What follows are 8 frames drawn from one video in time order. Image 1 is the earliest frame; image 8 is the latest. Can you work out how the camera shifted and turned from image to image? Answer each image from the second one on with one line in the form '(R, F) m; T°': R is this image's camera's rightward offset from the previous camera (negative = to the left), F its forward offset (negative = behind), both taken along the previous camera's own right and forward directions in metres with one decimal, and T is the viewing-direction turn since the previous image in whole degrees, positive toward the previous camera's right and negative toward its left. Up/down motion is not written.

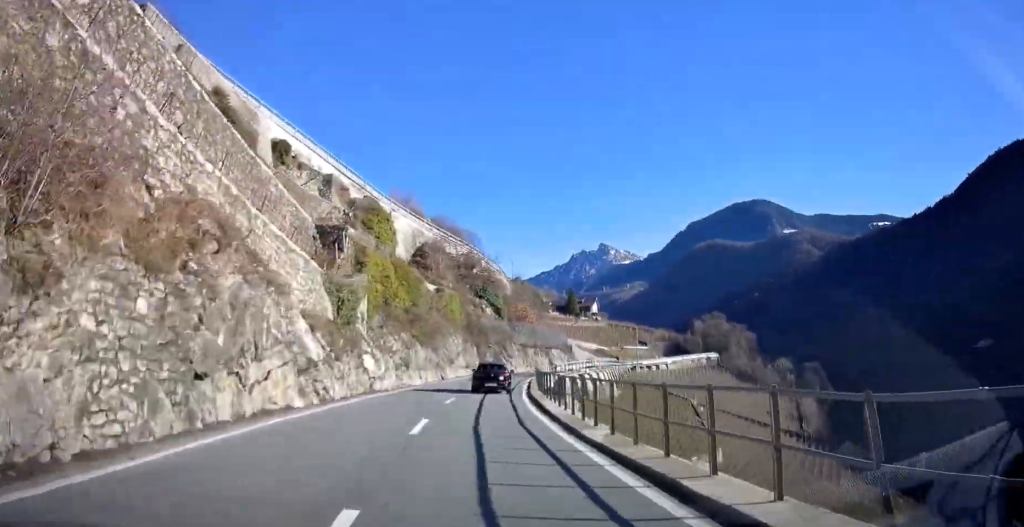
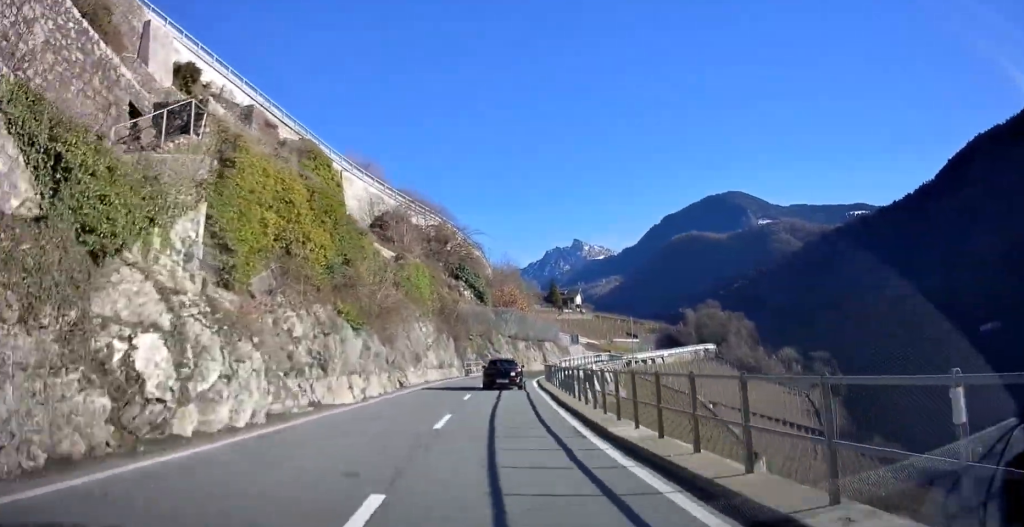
(-0.6, +17.4) m; -2°
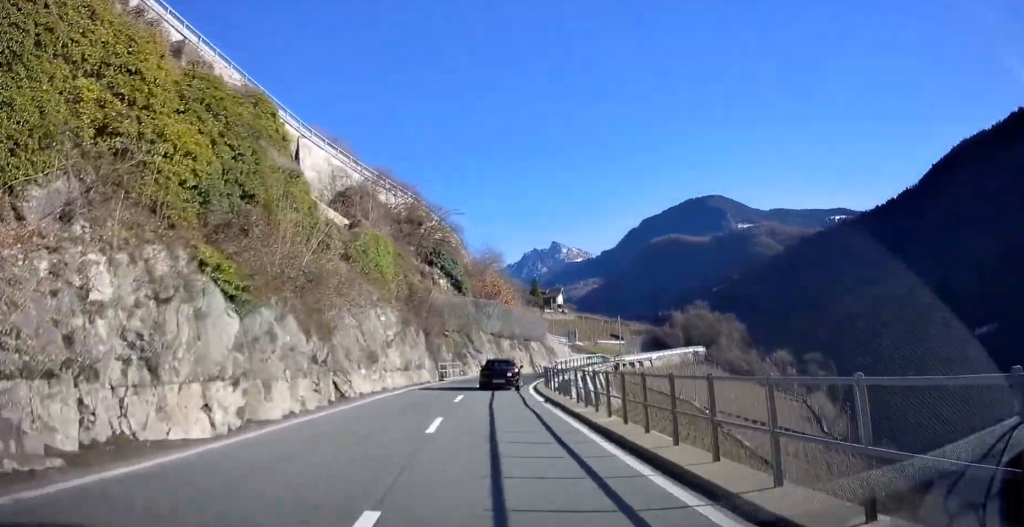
(-0.4, +9.6) m; +1°
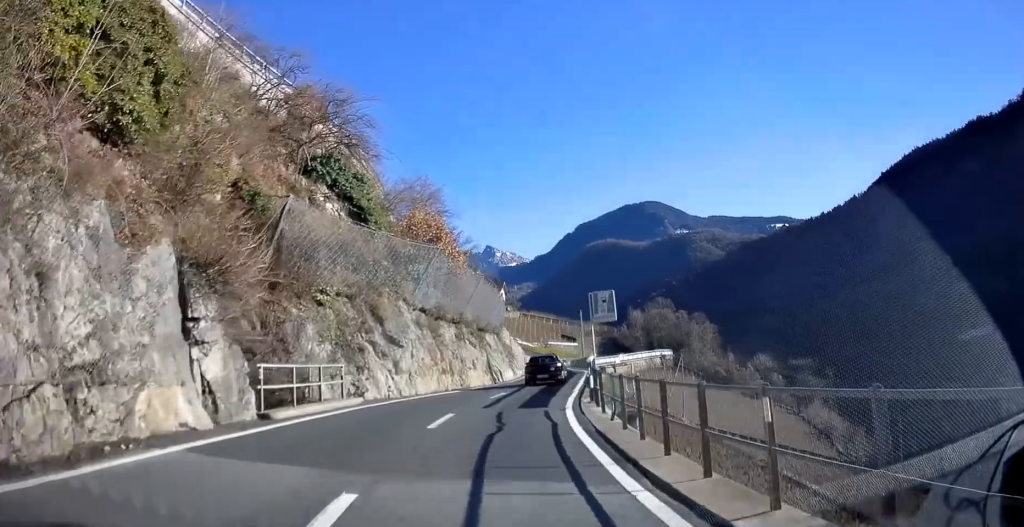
(+1.9, +26.8) m; +8°
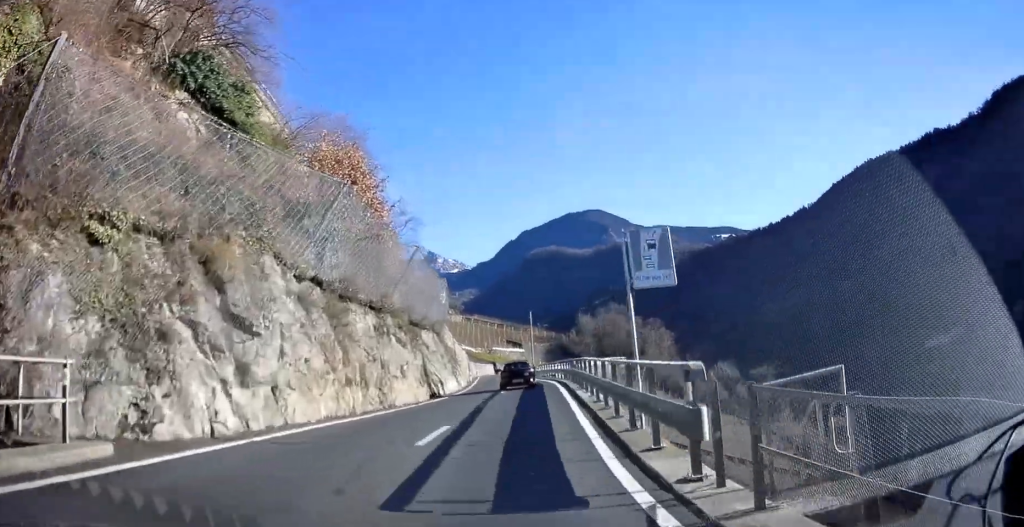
(+0.5, +11.0) m; +4°
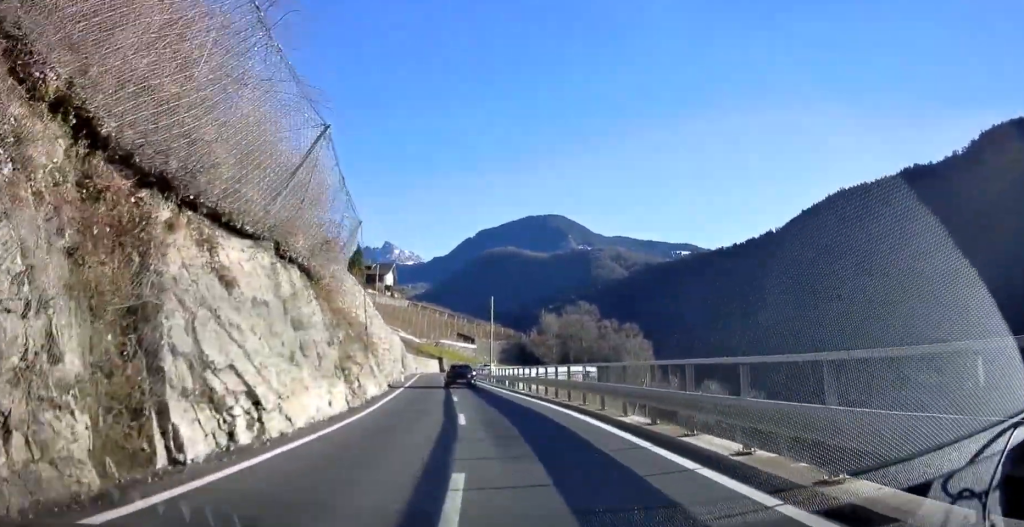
(+1.2, +22.6) m; +4°
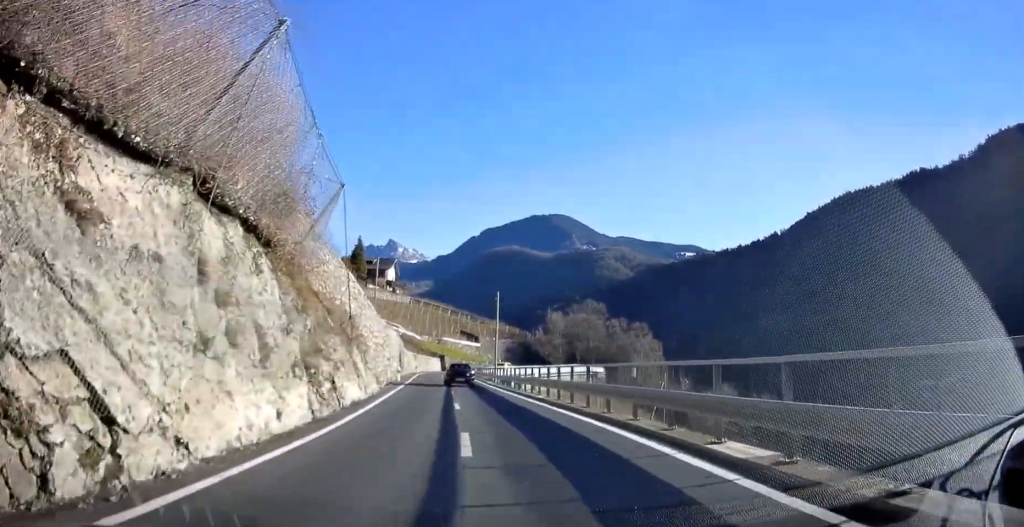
(0.0, +4.9) m; 0°
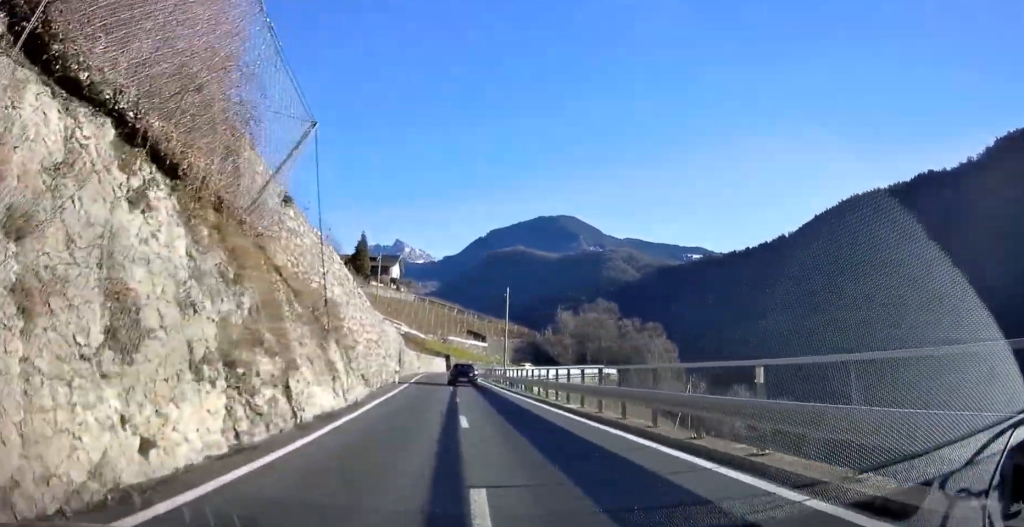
(0.0, +4.9) m; 0°
